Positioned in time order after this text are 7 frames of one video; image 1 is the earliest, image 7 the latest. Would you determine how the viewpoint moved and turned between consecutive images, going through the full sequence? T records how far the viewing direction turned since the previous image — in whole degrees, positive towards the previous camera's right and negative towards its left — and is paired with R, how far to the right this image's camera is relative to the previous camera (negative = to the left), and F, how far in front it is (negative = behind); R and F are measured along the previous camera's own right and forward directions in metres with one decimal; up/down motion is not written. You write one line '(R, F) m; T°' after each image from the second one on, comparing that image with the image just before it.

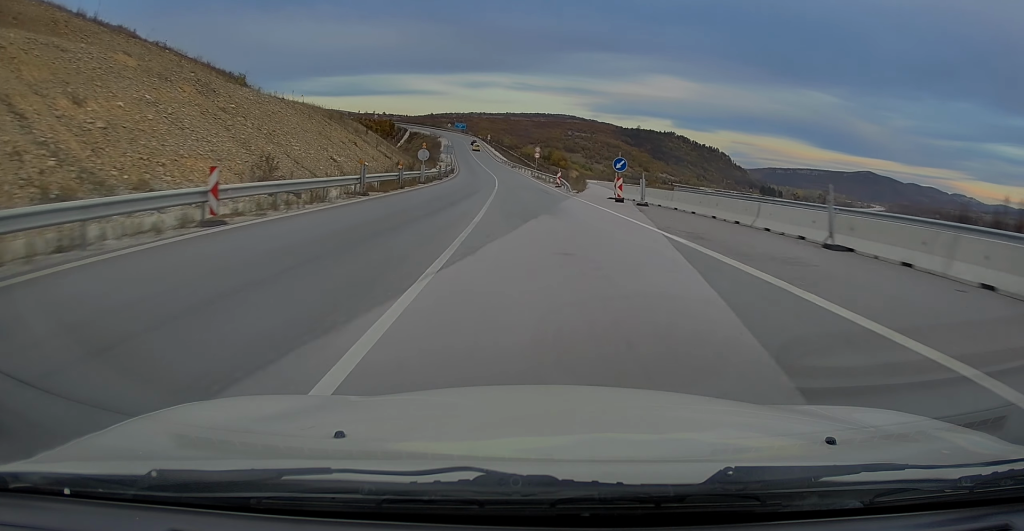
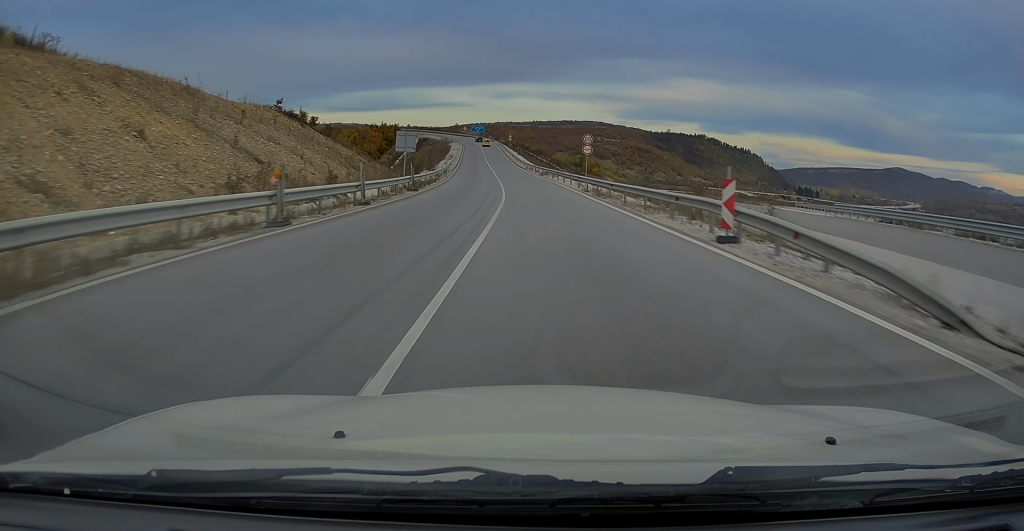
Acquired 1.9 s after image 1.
(-1.6, +38.7) m; -4°
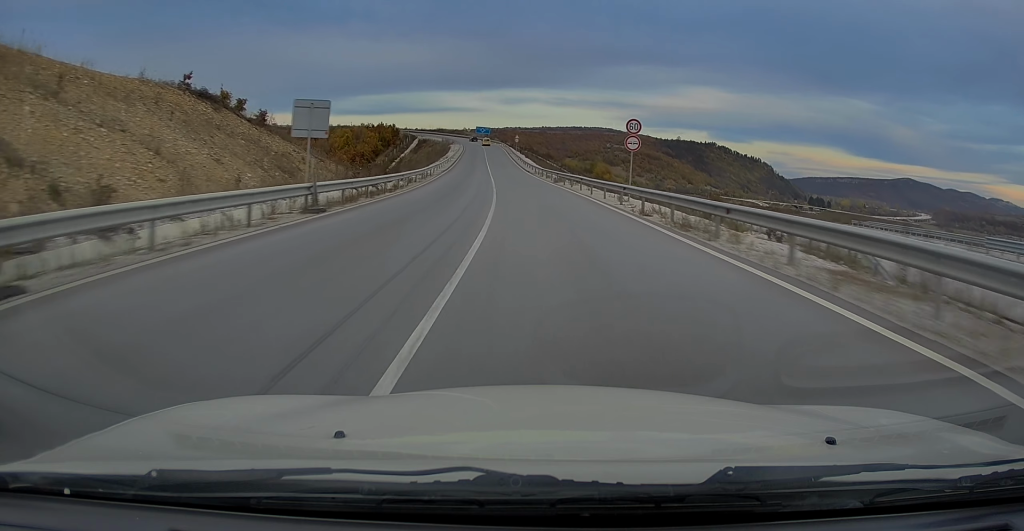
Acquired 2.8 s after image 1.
(0.0, +16.7) m; -1°
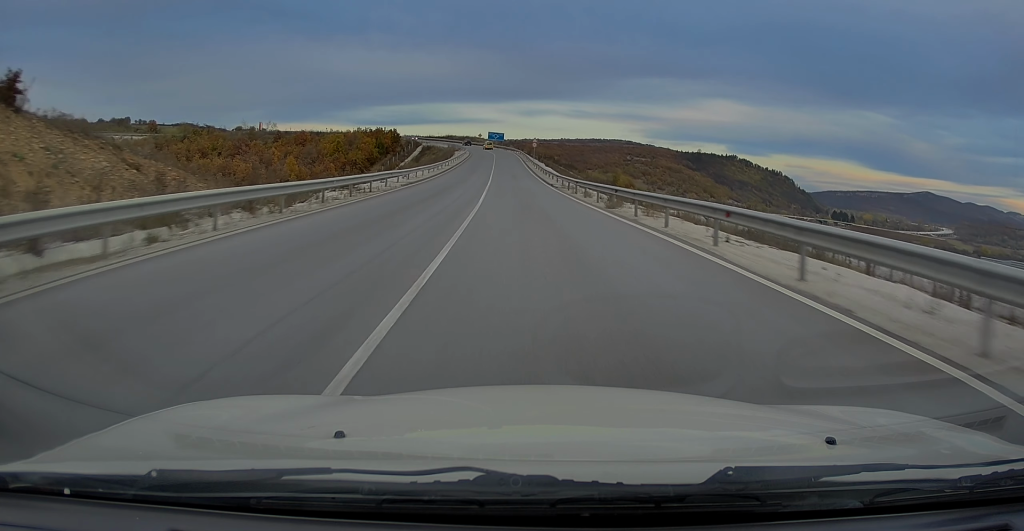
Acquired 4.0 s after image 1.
(-0.4, +25.0) m; -2°
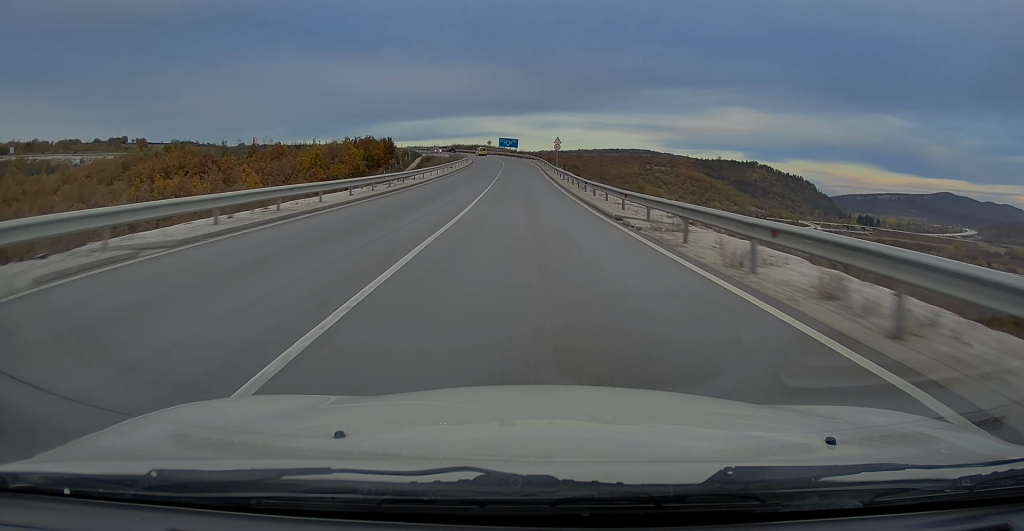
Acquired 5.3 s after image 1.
(-0.2, +27.2) m; -1°
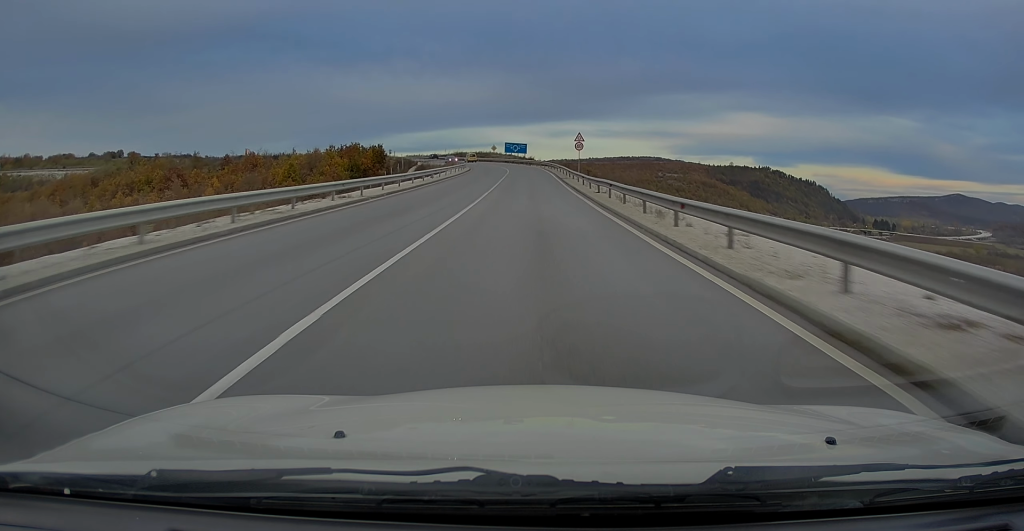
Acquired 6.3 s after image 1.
(-0.2, +19.0) m; -1°
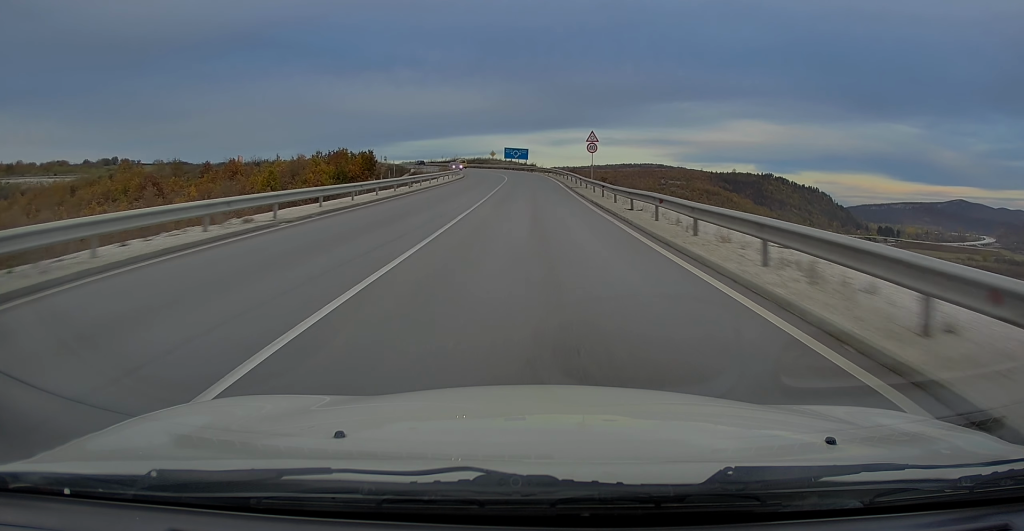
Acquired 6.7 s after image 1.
(-0.2, +9.4) m; 0°
